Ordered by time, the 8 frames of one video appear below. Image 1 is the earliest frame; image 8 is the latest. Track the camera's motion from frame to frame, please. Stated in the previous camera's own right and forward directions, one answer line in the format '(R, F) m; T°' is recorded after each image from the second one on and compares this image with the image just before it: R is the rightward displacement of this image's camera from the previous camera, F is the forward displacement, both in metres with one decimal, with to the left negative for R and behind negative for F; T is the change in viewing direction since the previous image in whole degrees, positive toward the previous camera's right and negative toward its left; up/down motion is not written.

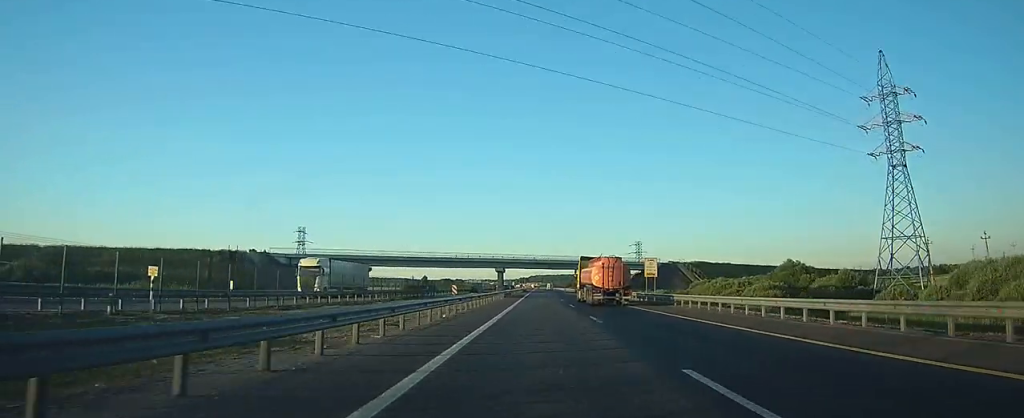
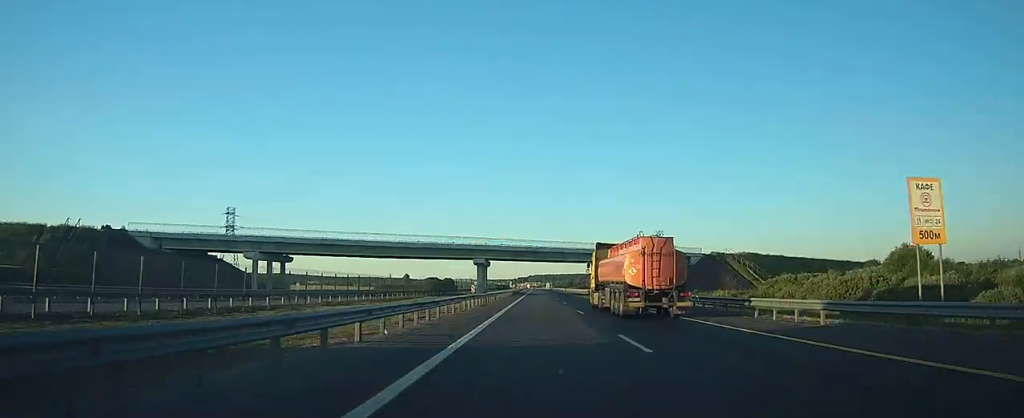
(0.0, +41.6) m; 0°
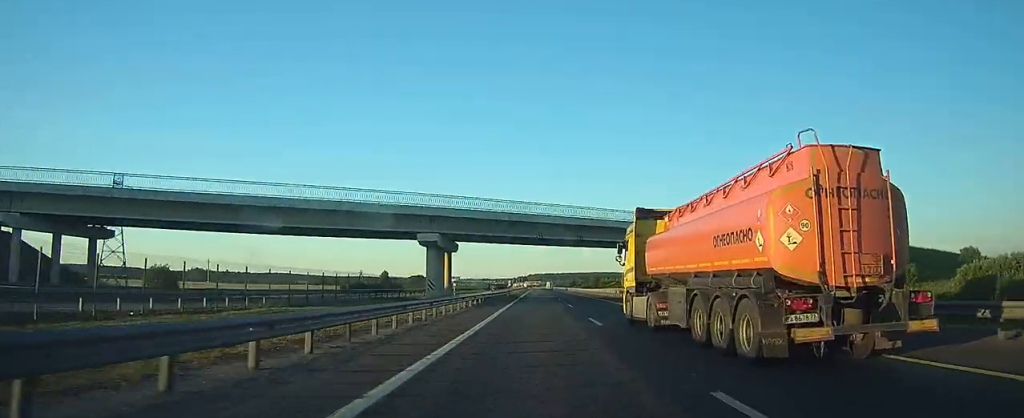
(0.0, +40.5) m; 0°
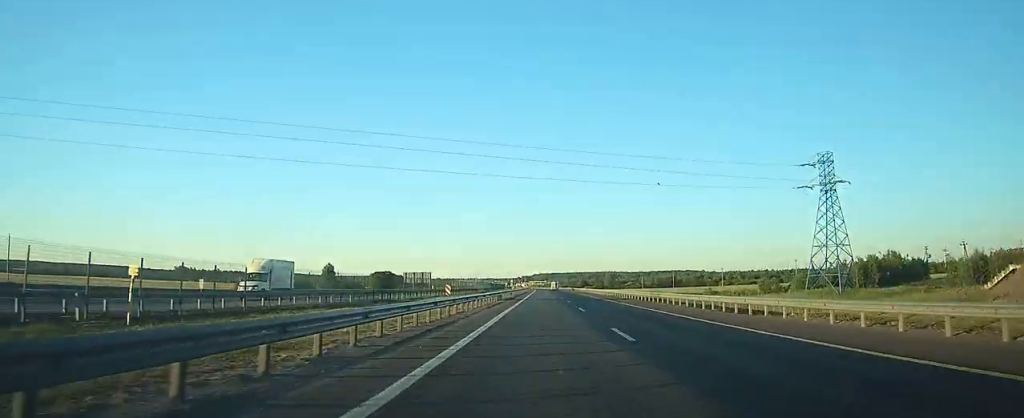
(0.0, +69.7) m; 0°
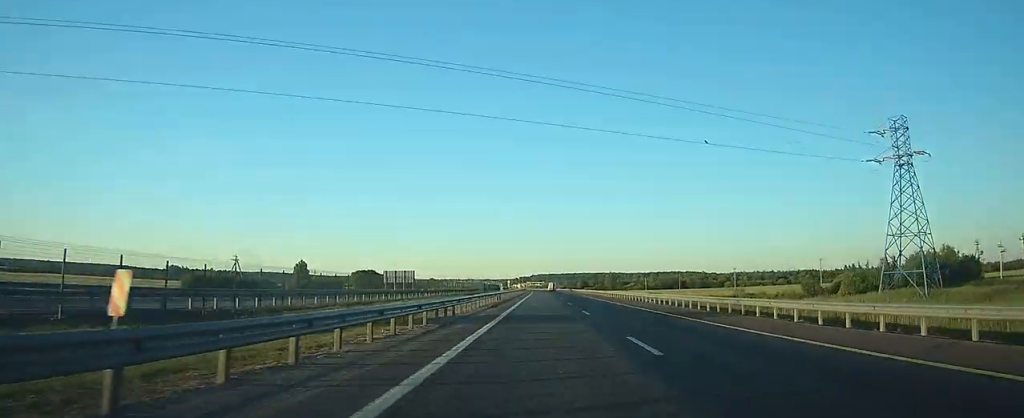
(0.0, +19.0) m; 0°
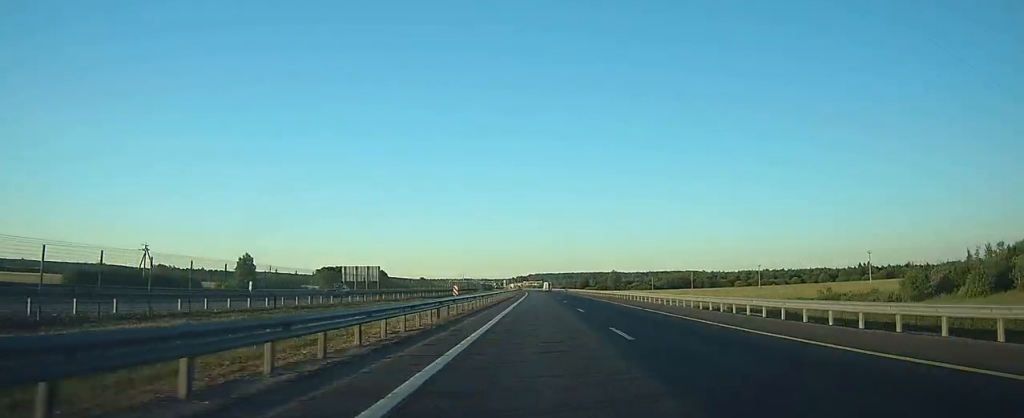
(0.0, +28.9) m; 0°
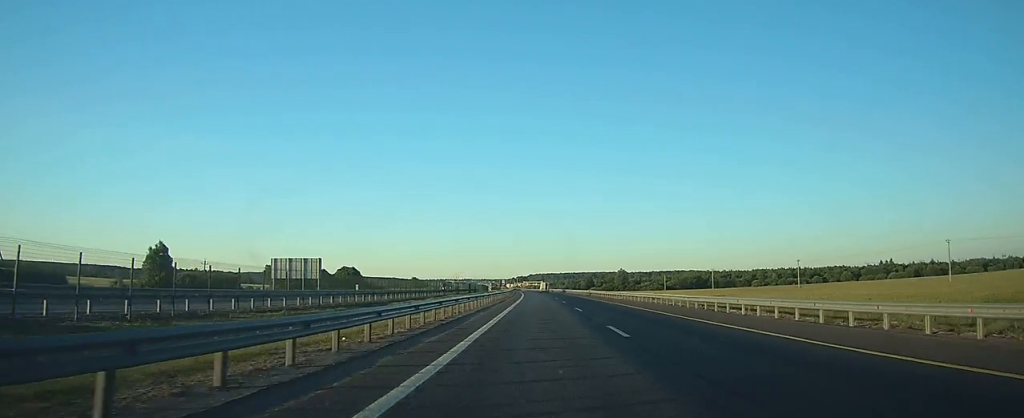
(0.0, +31.3) m; 0°
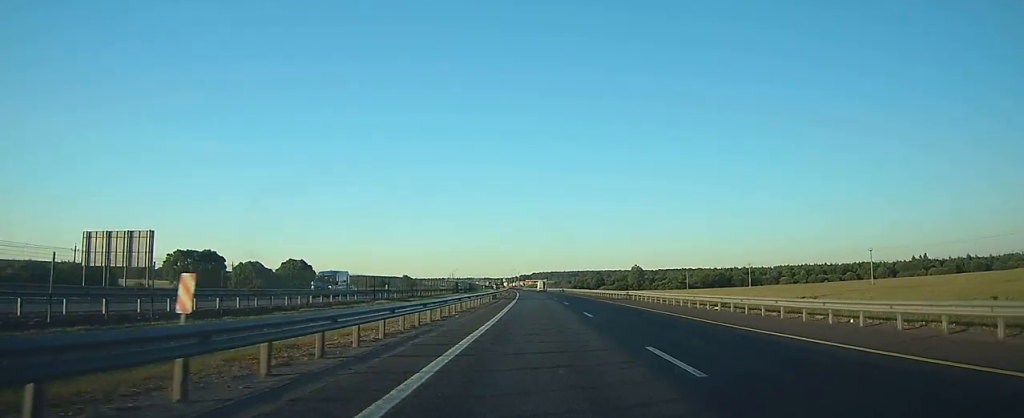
(0.0, +38.7) m; 0°
